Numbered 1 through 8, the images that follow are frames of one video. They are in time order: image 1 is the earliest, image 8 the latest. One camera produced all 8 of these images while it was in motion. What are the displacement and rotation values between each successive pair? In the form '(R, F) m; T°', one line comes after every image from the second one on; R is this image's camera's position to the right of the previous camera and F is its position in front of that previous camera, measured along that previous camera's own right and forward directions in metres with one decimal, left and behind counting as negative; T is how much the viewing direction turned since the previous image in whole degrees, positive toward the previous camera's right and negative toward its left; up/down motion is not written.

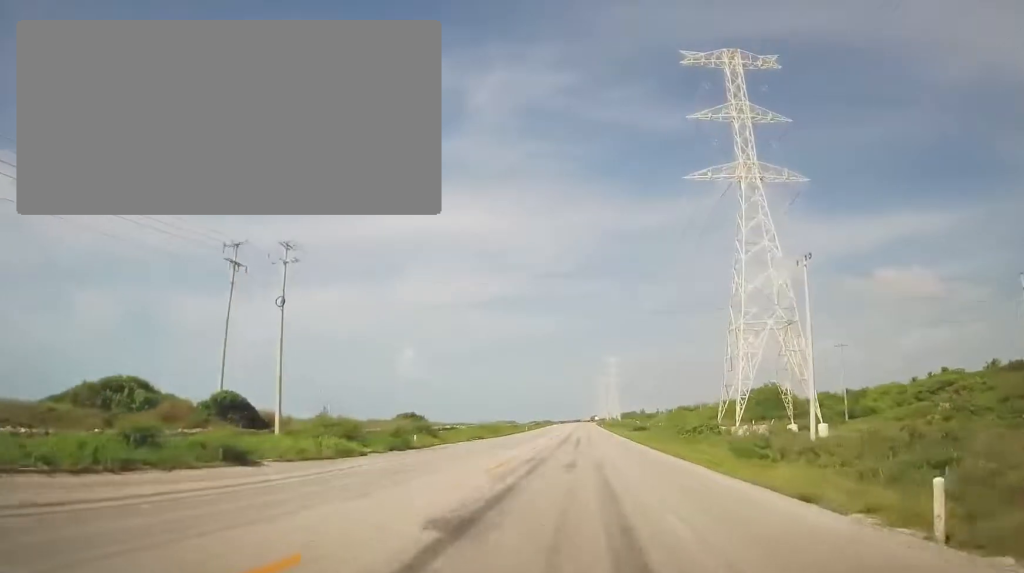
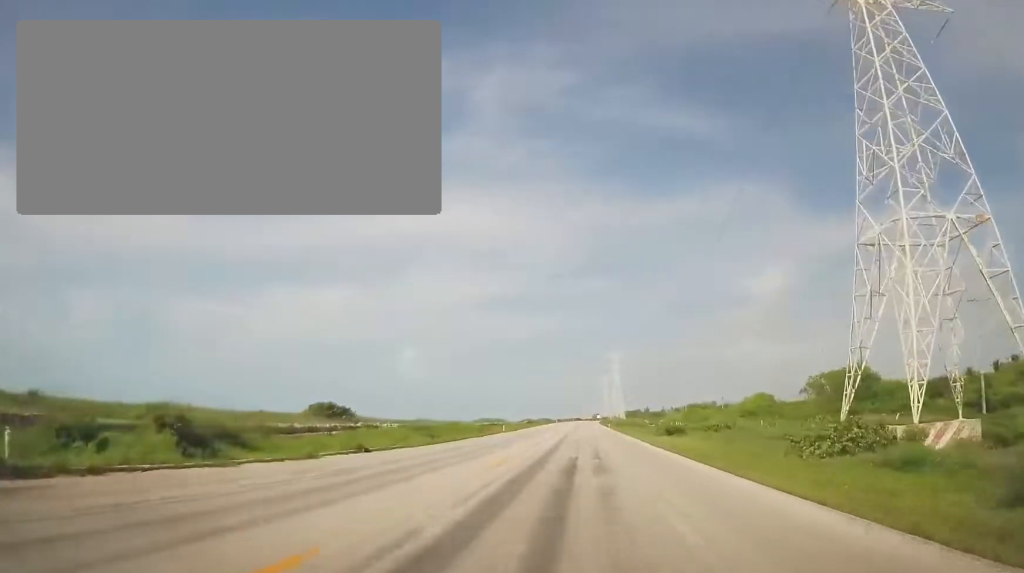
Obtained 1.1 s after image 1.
(-0.3, +29.5) m; +1°
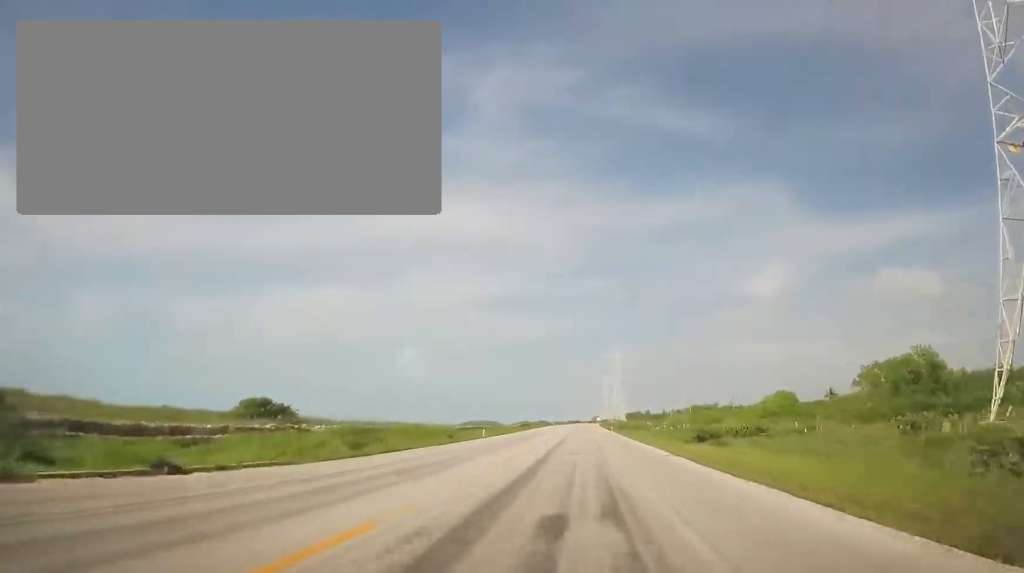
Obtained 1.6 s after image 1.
(+0.4, +13.0) m; 0°
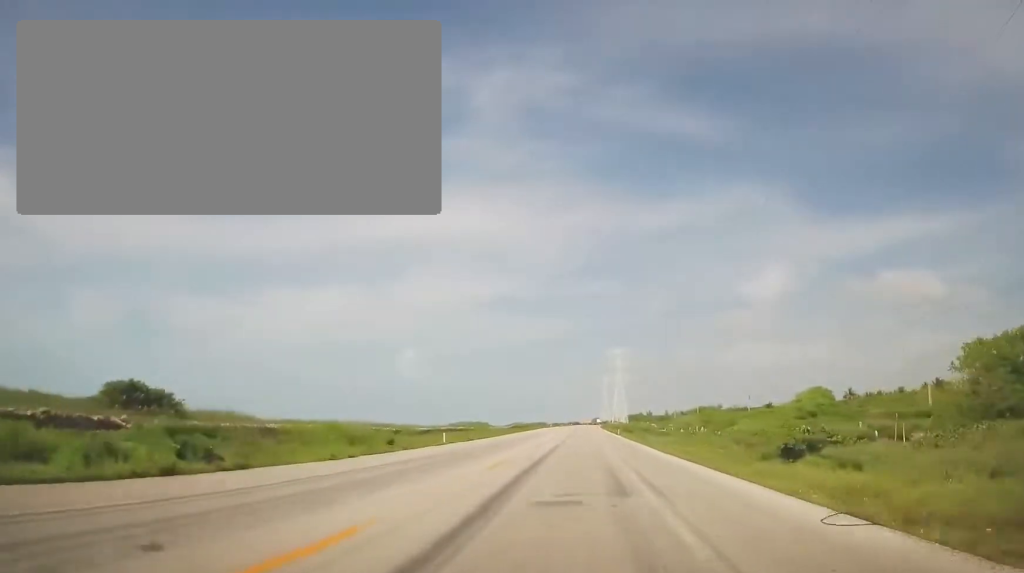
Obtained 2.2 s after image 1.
(+0.4, +15.7) m; 0°
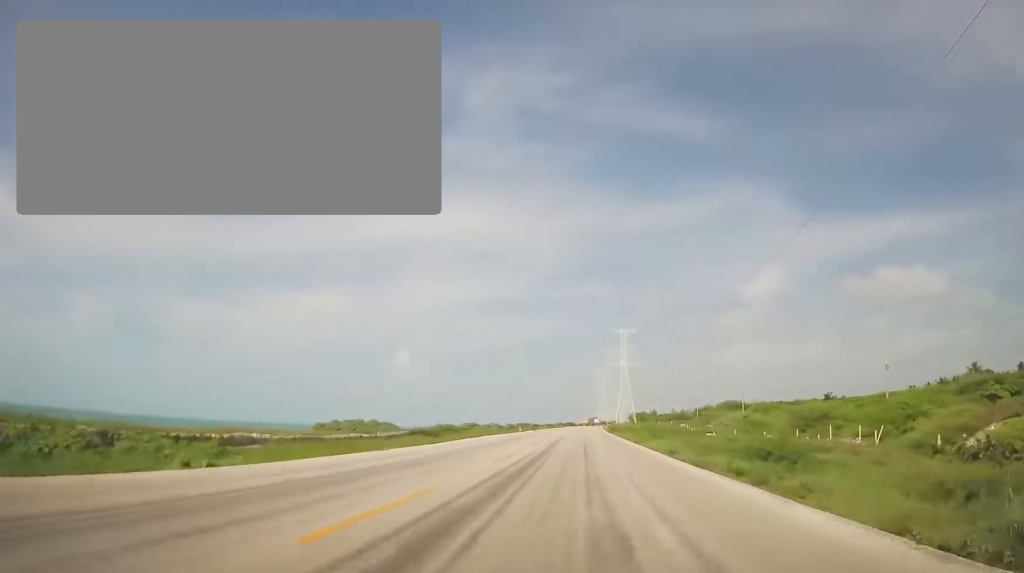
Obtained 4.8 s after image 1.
(-1.3, +69.6) m; -1°
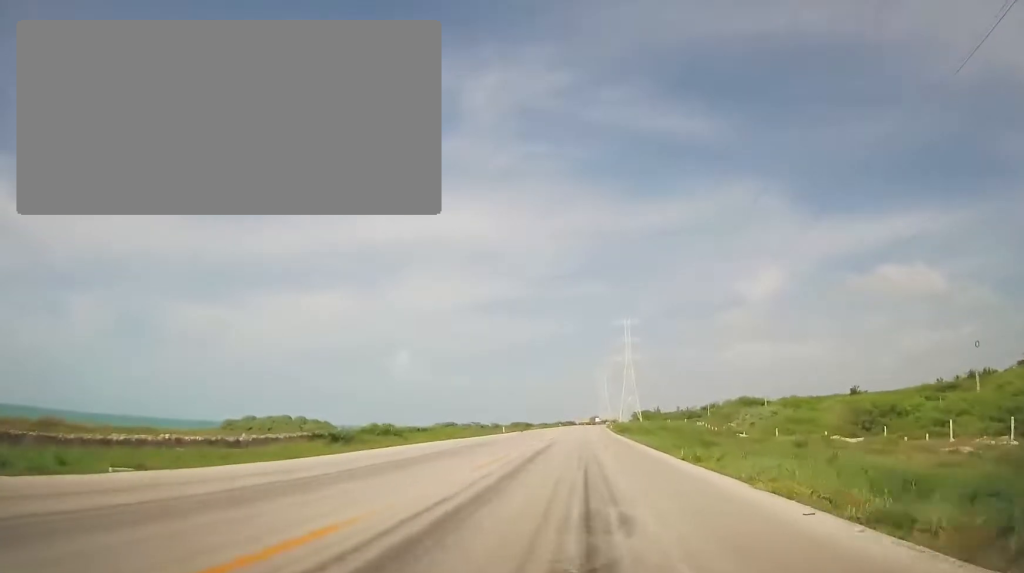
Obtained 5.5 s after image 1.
(+0.1, +19.6) m; +1°
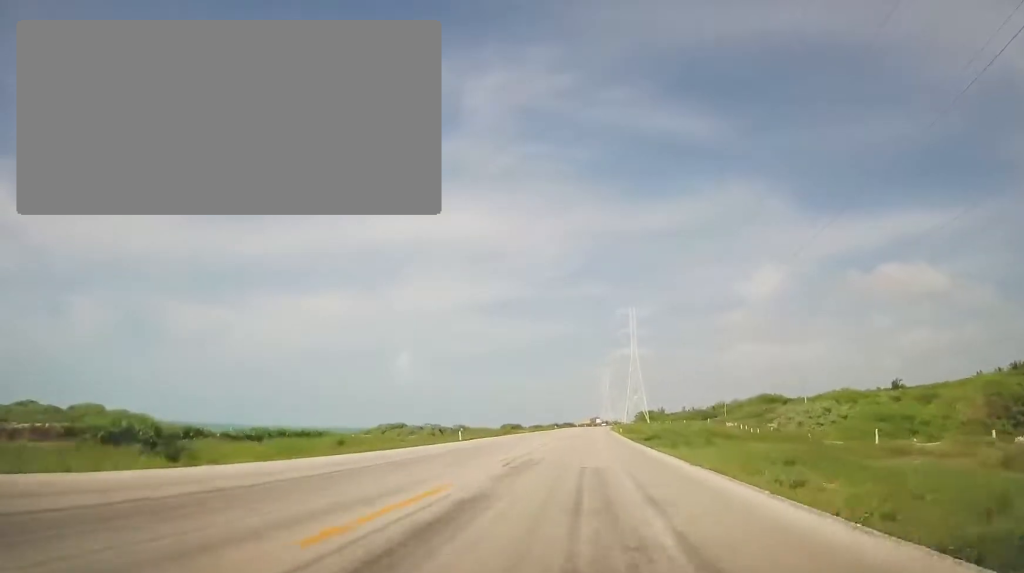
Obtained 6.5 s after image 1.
(+0.3, +25.4) m; 0°
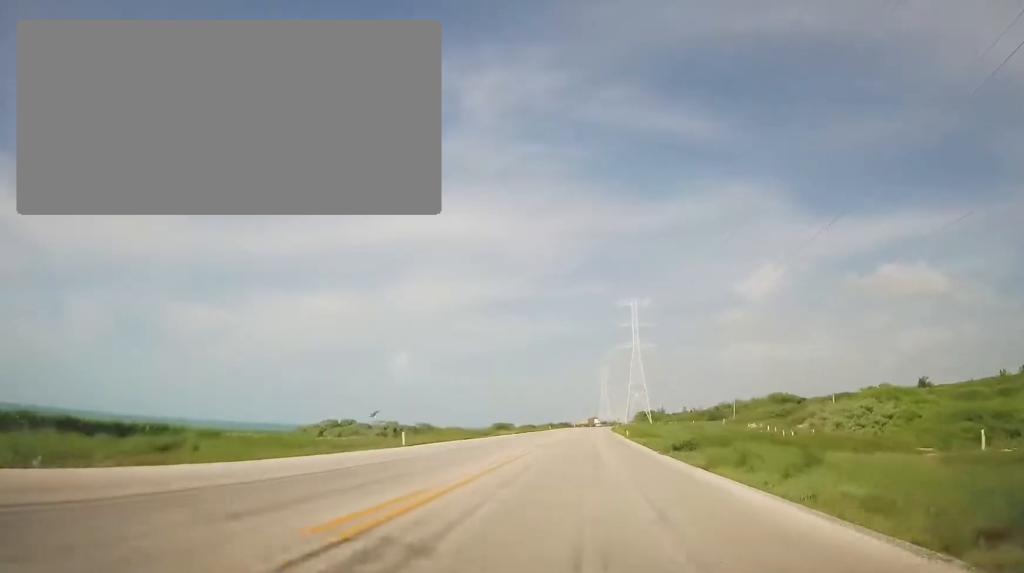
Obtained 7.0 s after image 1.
(+0.1, +14.3) m; -1°
